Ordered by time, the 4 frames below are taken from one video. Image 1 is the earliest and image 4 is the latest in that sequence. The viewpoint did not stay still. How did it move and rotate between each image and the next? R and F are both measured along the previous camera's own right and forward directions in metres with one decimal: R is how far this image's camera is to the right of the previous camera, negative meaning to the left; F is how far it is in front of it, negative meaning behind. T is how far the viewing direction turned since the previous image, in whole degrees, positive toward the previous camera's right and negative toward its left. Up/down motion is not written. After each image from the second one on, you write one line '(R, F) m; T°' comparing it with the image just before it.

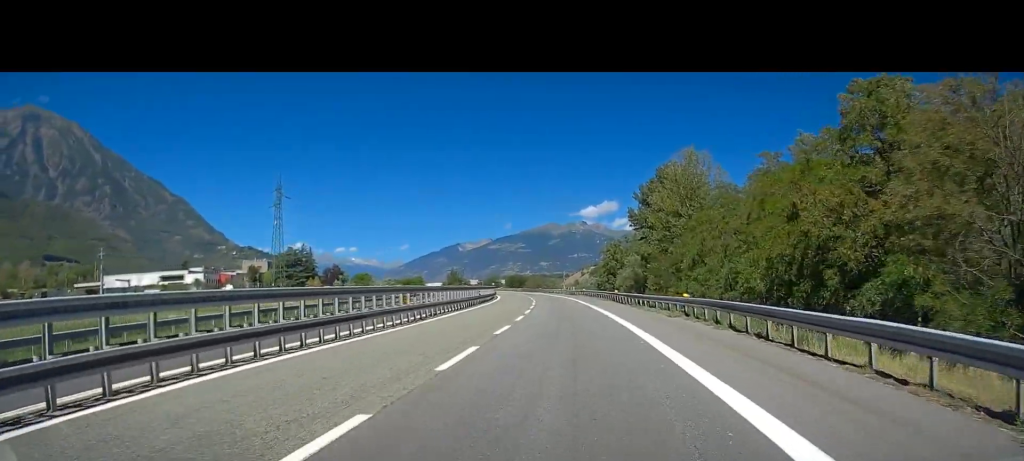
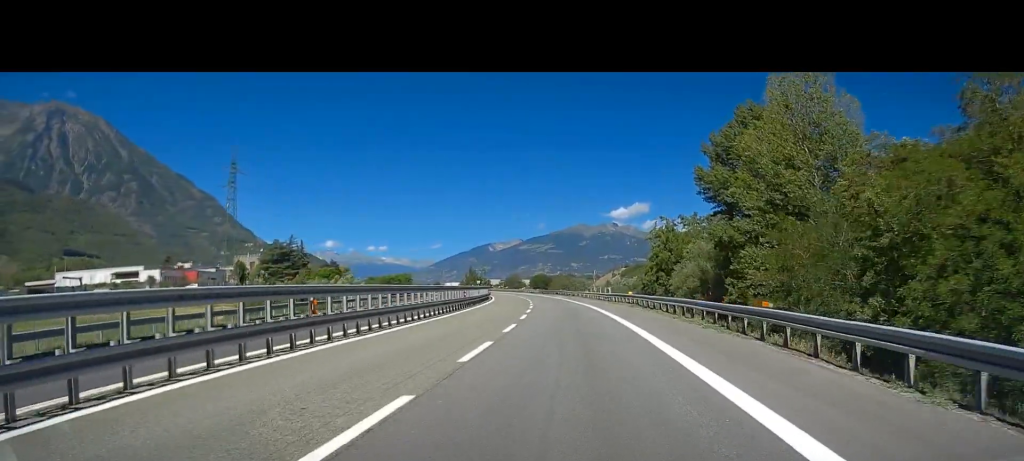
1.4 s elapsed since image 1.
(-0.9, +36.1) m; -3°
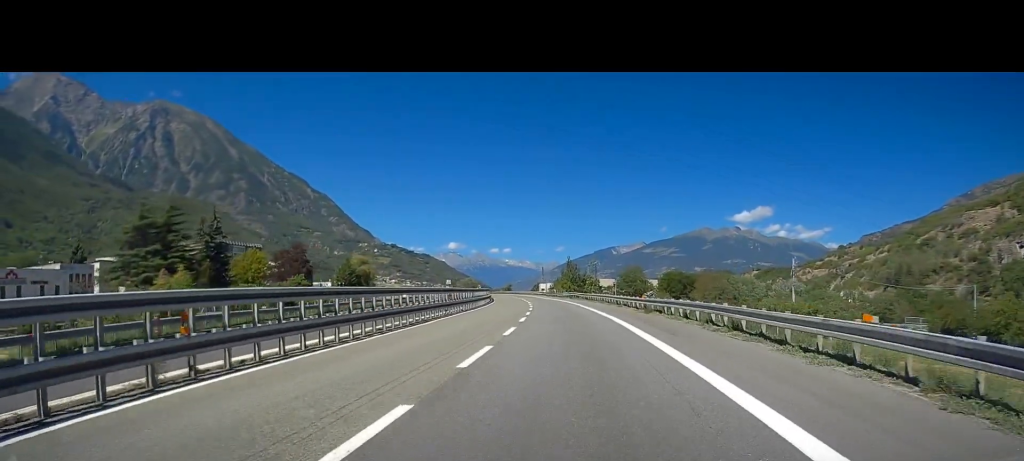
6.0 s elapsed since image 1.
(-7.8, +100.3) m; -9°
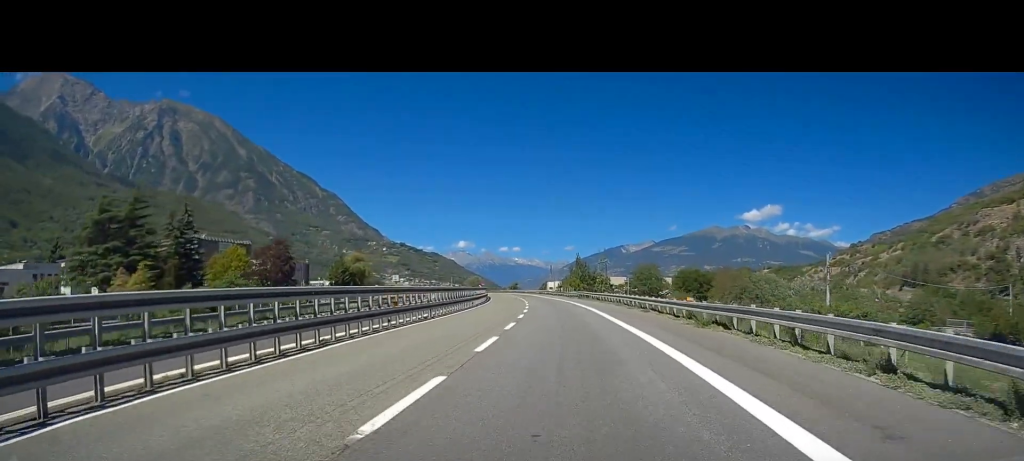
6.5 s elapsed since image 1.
(-0.2, +11.1) m; -1°
